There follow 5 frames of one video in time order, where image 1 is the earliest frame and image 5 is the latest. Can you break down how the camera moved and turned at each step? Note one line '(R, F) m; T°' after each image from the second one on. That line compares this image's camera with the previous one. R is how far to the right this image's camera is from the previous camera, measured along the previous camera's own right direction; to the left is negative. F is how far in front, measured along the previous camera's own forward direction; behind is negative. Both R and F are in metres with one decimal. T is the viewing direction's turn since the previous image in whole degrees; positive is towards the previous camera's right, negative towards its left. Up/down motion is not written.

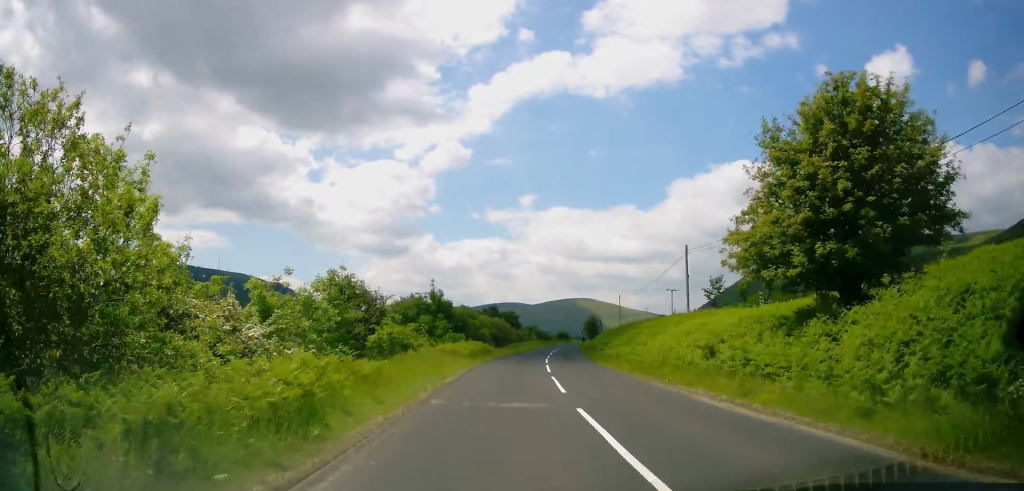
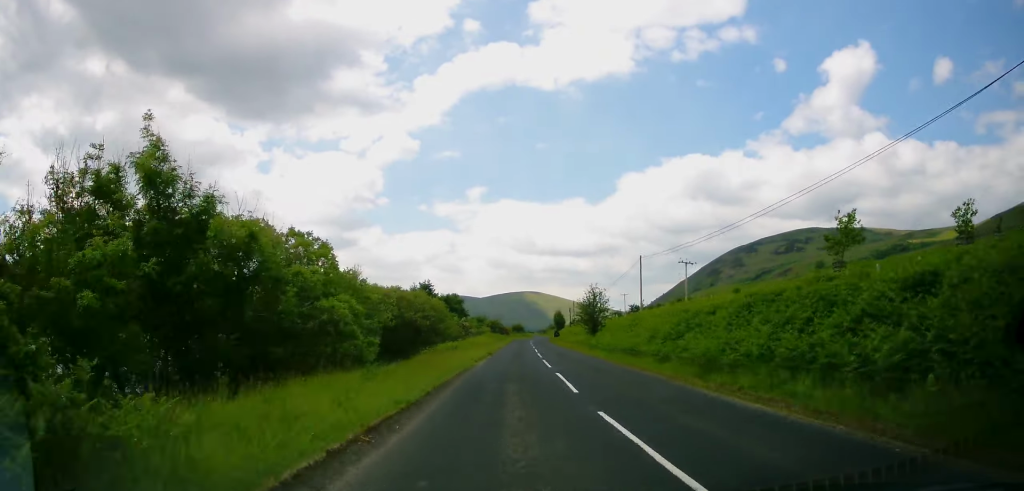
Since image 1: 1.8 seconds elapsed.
(+1.1, +38.0) m; +3°
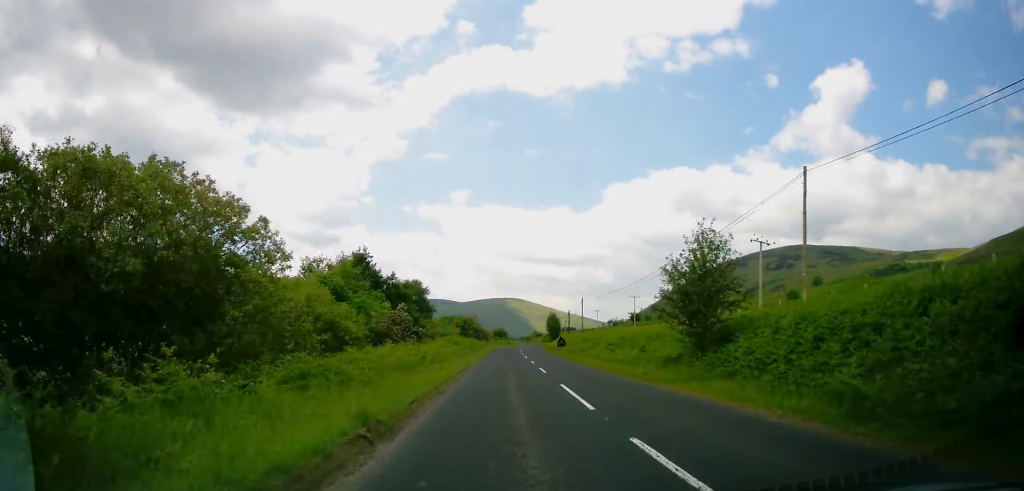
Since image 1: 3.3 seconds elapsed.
(+0.8, +30.0) m; +2°
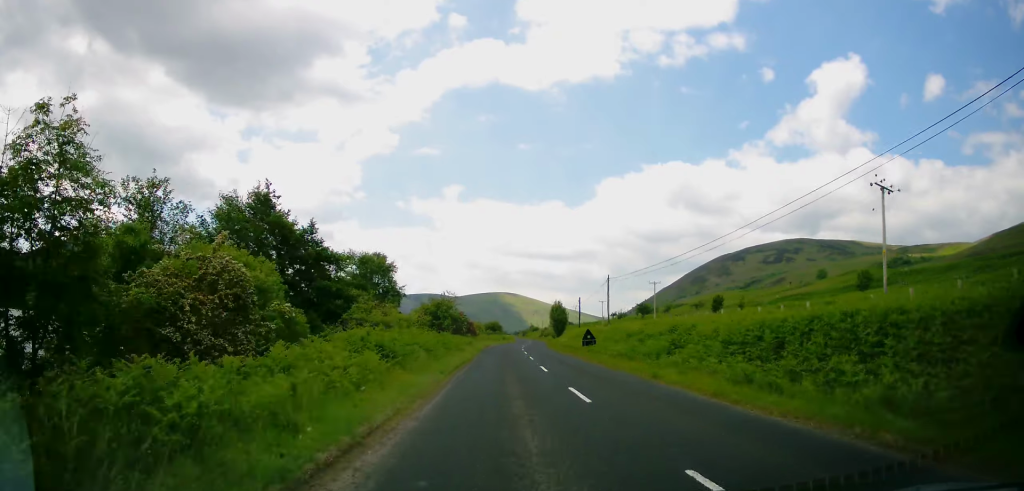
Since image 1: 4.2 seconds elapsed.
(+0.1, +20.4) m; +1°
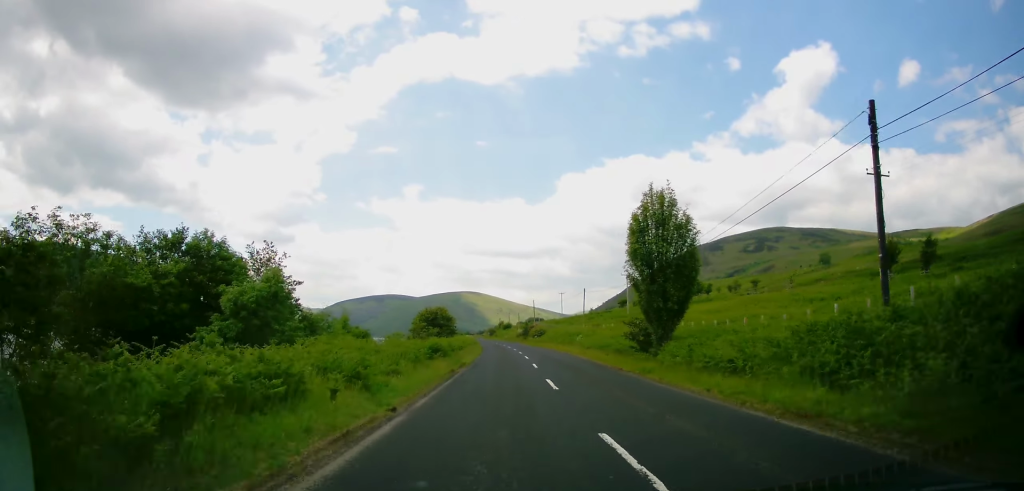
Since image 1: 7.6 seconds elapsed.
(+2.3, +71.5) m; +4°
